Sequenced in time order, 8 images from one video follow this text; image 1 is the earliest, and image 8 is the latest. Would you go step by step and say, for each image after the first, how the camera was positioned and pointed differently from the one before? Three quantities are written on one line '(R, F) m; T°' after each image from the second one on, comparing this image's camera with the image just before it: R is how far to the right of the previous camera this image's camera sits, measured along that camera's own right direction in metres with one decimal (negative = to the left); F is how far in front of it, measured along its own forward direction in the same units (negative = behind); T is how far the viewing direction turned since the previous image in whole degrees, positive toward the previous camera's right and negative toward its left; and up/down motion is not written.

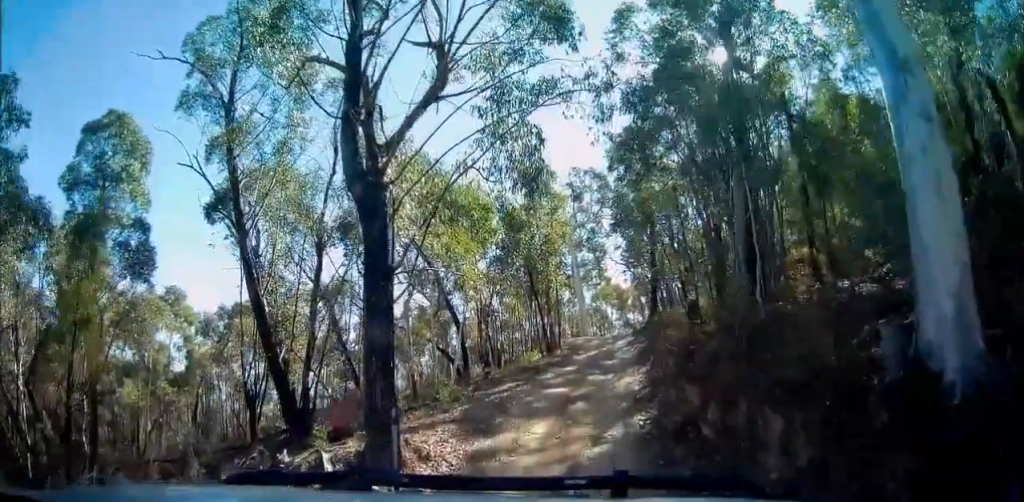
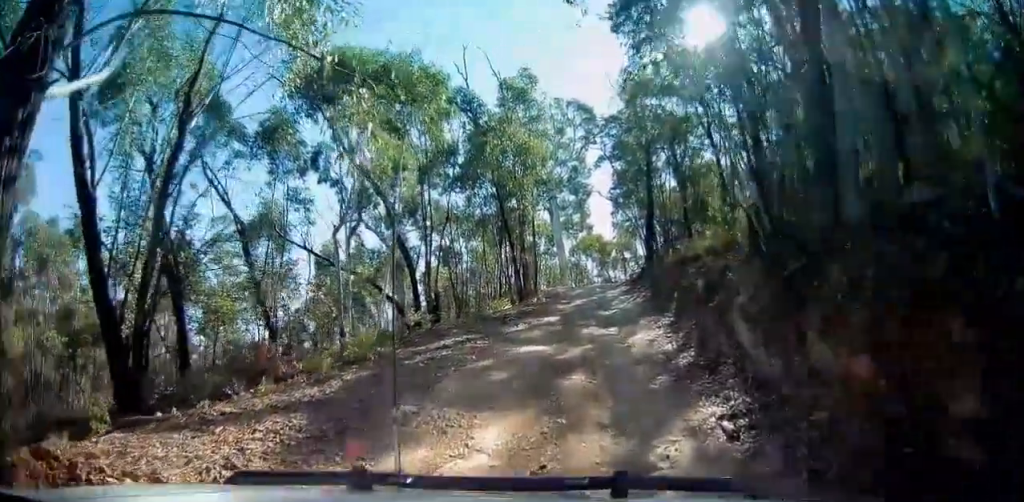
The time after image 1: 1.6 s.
(+1.1, +6.2) m; +10°
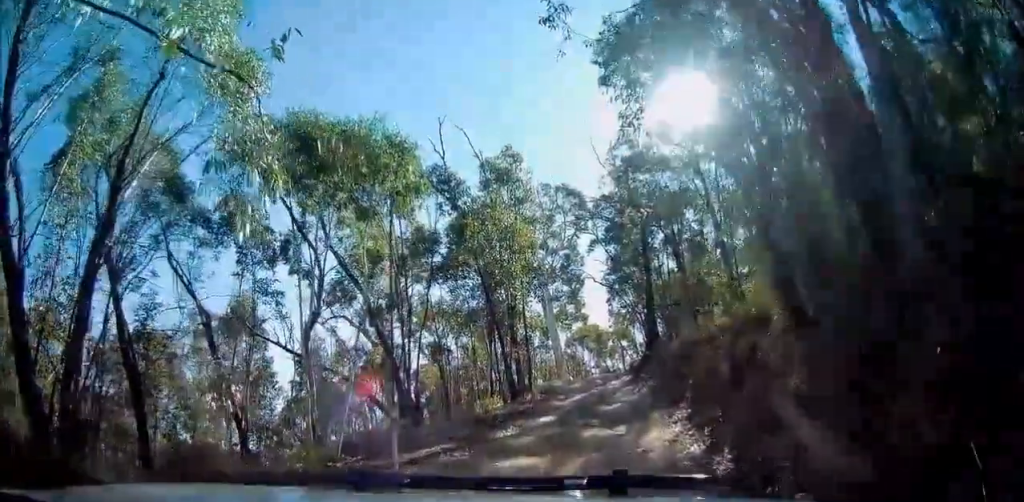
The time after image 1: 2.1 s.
(+0.1, +1.8) m; 0°
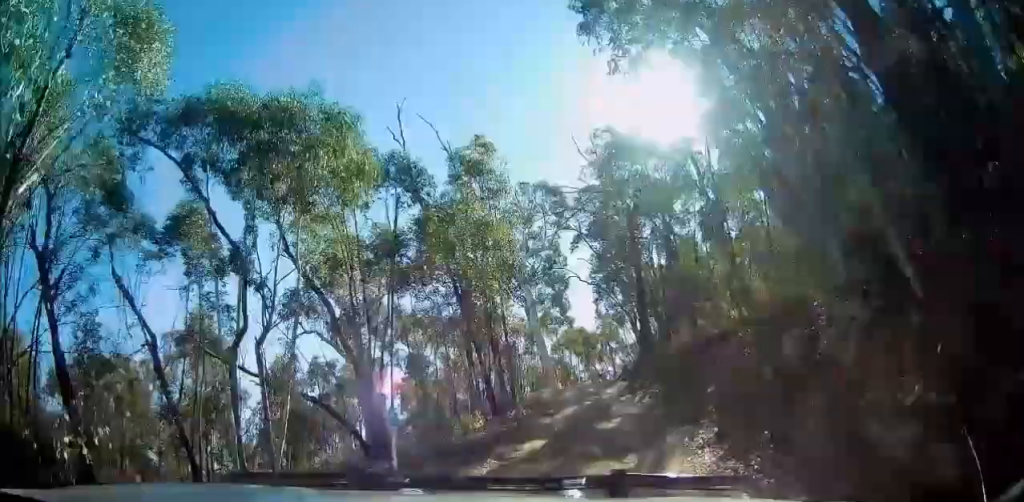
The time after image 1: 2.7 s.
(-0.5, +2.5) m; 0°
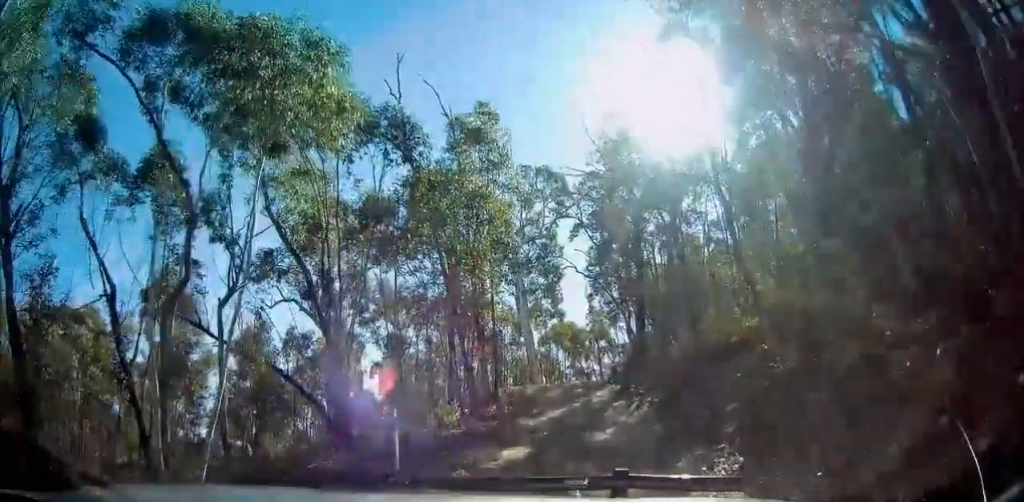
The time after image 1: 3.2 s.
(0.0, +1.8) m; 0°
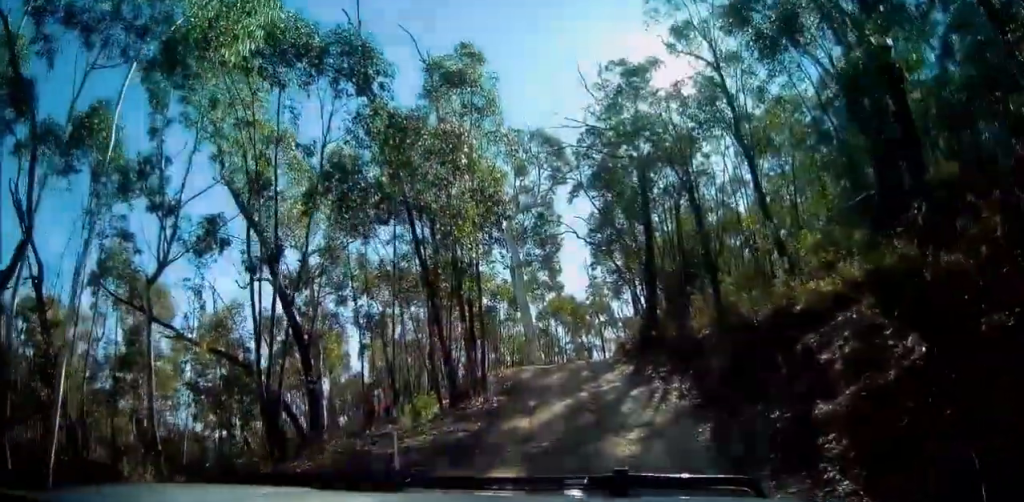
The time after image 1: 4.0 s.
(+0.5, +3.3) m; 0°
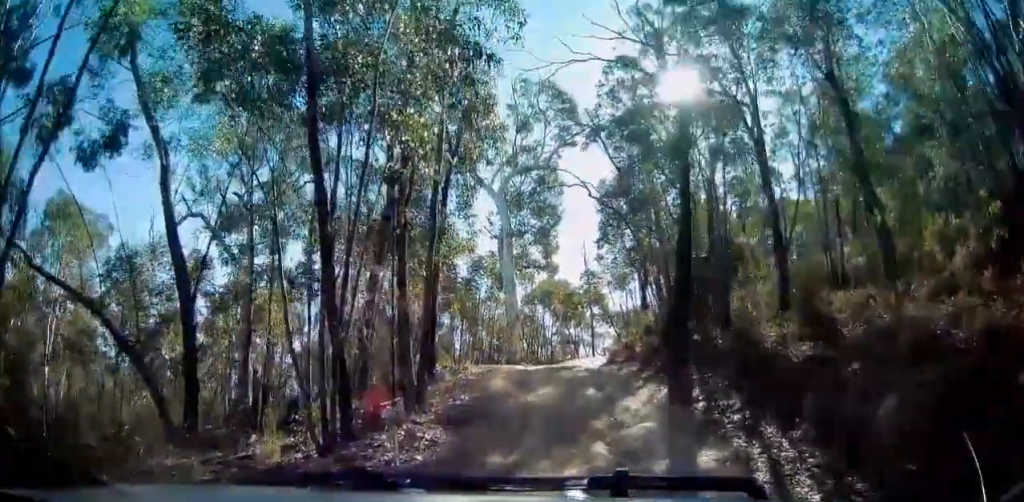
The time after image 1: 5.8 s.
(-0.1, +6.2) m; +9°
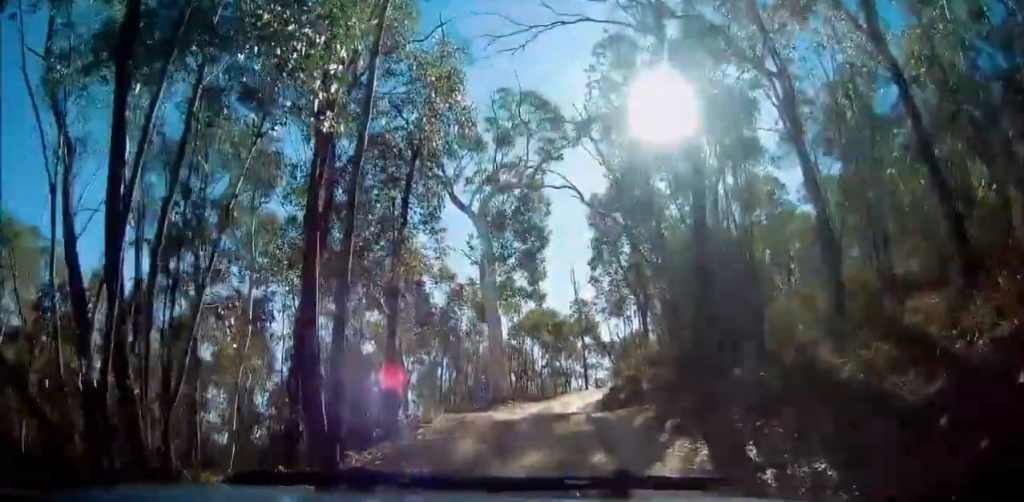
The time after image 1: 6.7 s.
(+0.1, +3.2) m; -8°
